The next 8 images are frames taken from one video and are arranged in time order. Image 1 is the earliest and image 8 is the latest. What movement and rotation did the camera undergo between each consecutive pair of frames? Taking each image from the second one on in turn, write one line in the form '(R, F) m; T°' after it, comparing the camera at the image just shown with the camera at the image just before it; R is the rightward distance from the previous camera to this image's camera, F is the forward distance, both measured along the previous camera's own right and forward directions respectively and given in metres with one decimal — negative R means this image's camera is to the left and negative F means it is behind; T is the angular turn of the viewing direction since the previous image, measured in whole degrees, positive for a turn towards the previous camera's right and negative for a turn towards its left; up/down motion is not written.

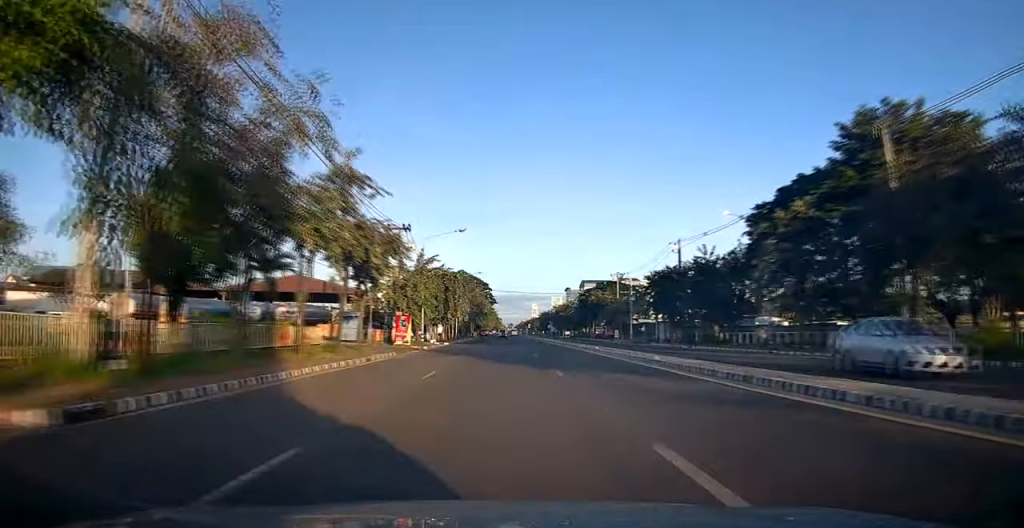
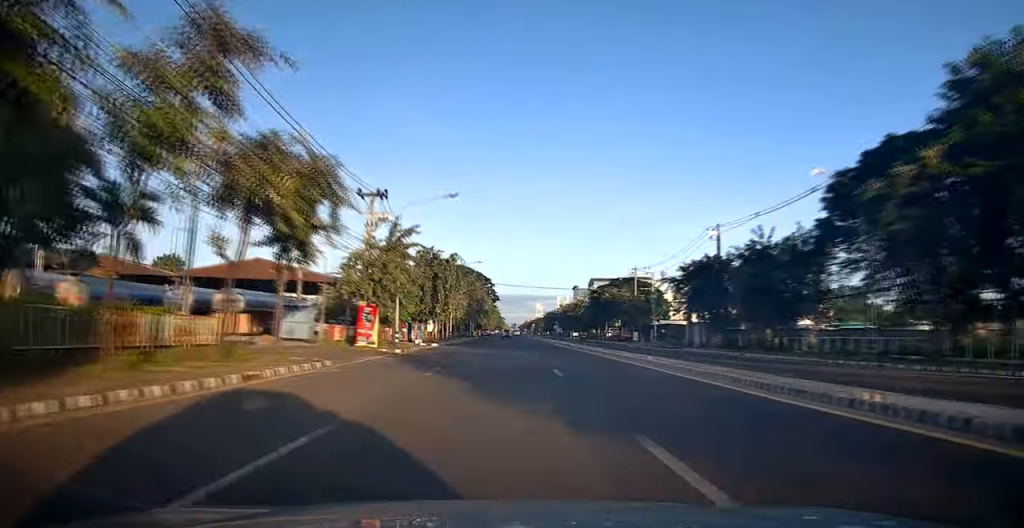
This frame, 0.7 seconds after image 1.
(-0.1, +11.4) m; 0°
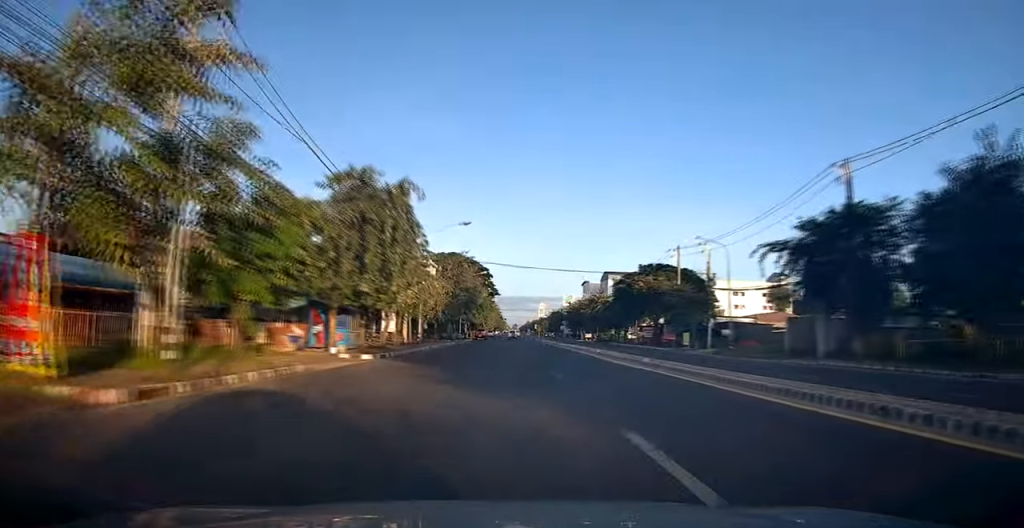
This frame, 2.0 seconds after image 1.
(0.0, +23.1) m; 0°
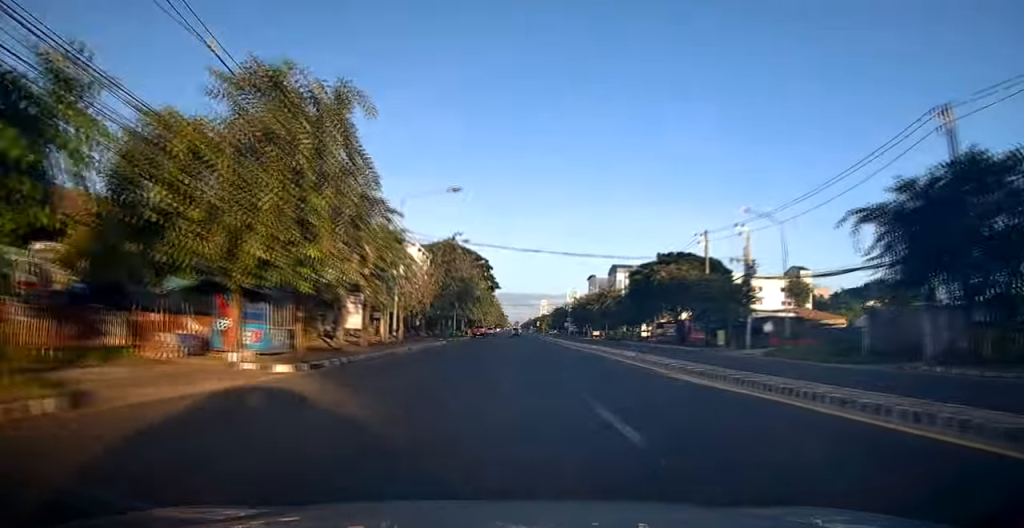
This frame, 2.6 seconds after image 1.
(-0.2, +9.6) m; 0°
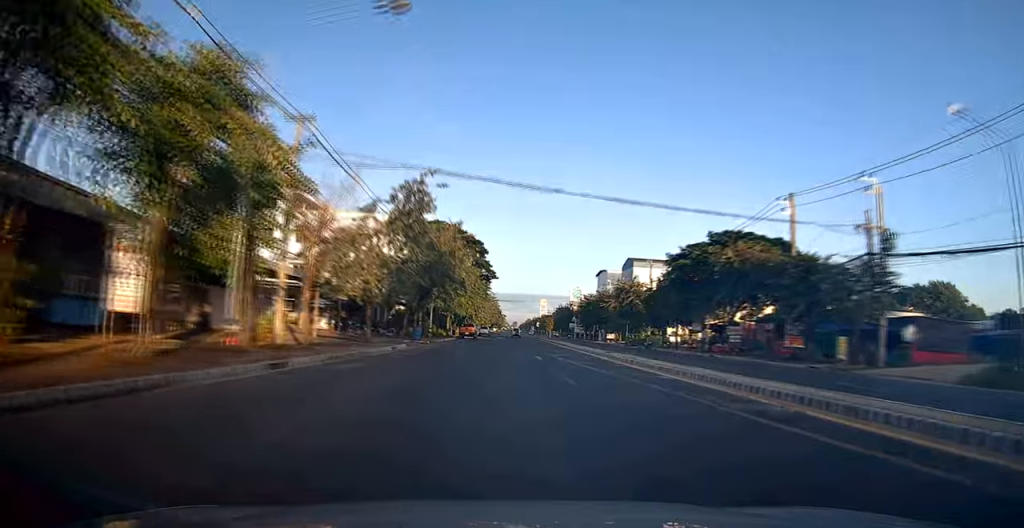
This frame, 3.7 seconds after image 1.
(+0.4, +19.2) m; 0°
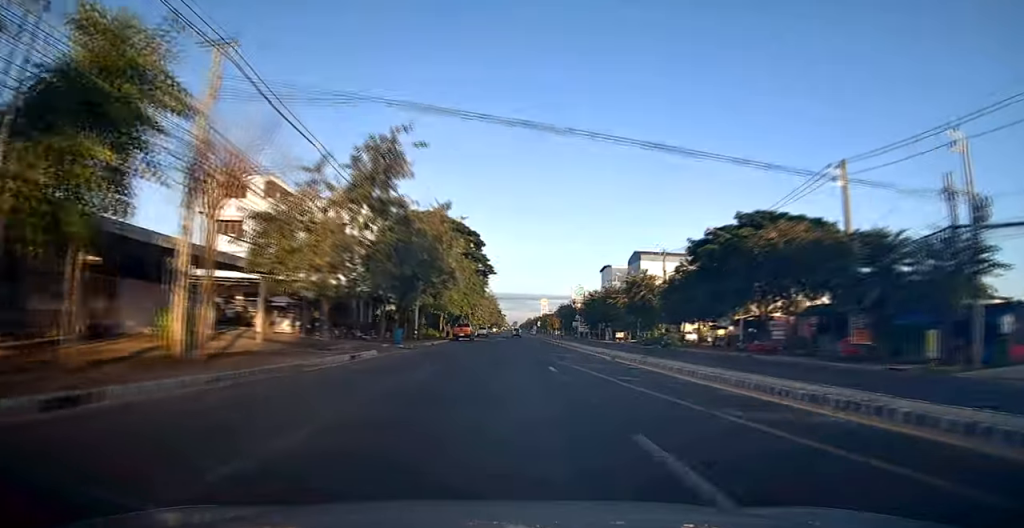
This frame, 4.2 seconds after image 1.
(-0.1, +7.6) m; -1°
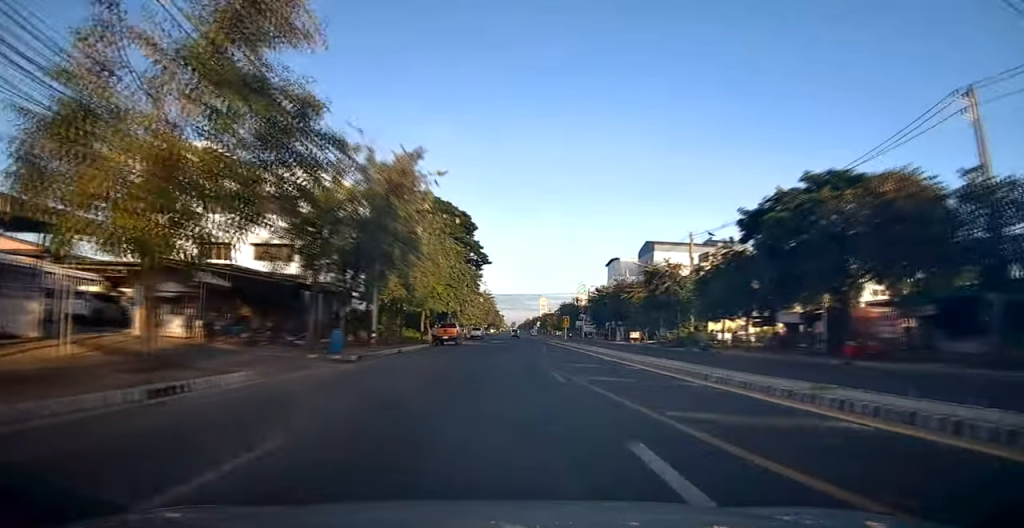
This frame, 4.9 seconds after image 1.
(-0.1, +12.4) m; 0°
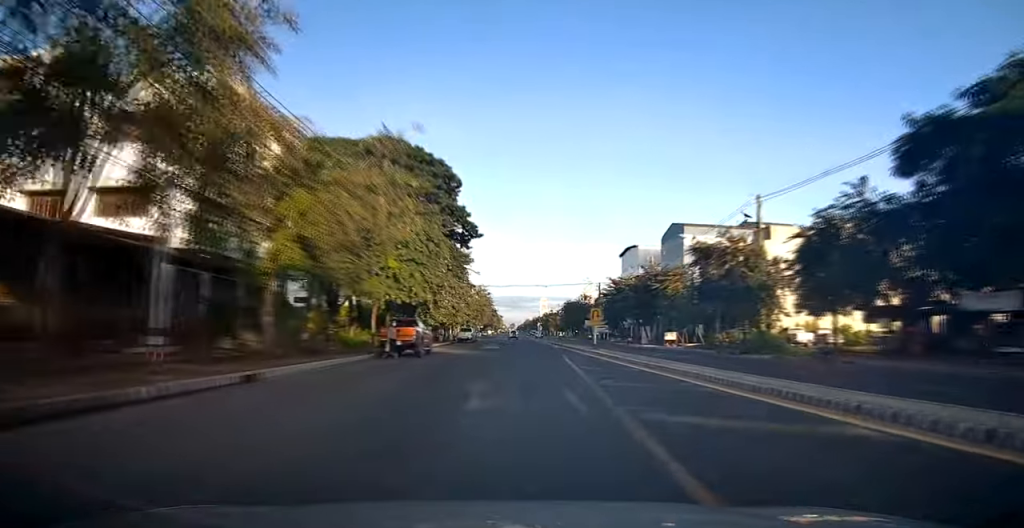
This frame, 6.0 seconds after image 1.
(+0.3, +18.4) m; +2°
